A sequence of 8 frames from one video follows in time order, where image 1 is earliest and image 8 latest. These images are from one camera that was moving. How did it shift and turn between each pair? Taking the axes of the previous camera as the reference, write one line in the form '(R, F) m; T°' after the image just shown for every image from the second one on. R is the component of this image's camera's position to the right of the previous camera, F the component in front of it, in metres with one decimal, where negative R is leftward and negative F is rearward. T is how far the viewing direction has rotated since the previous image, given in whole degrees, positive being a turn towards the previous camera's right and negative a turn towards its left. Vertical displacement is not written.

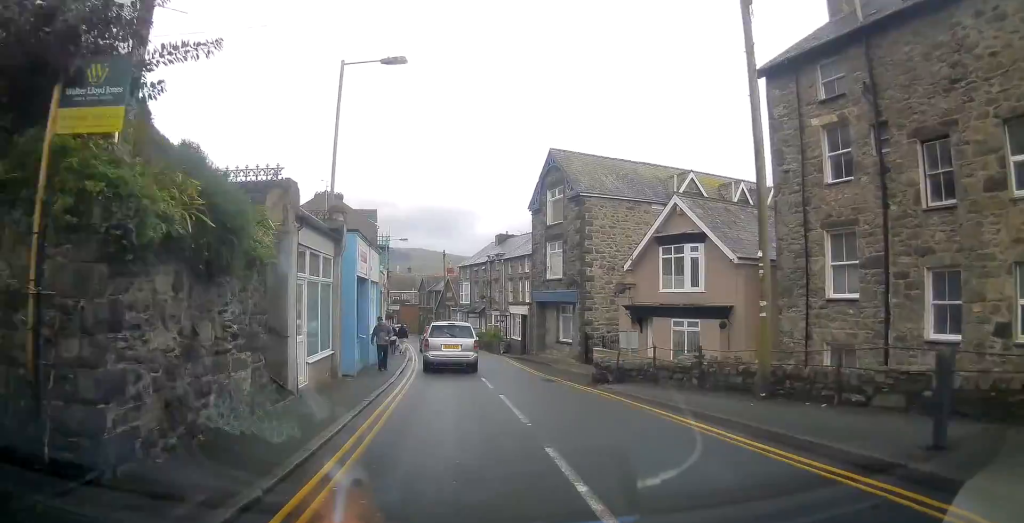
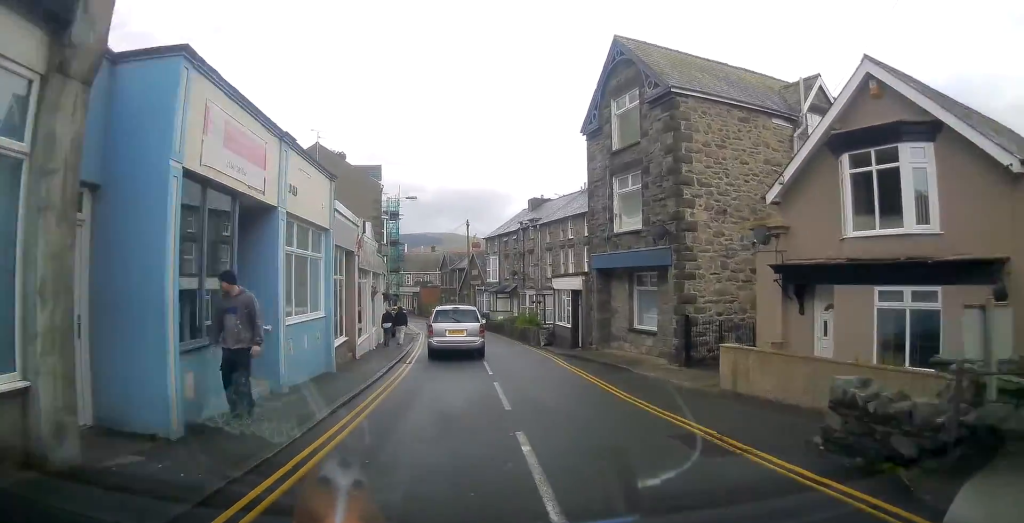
(-0.3, +11.2) m; -3°
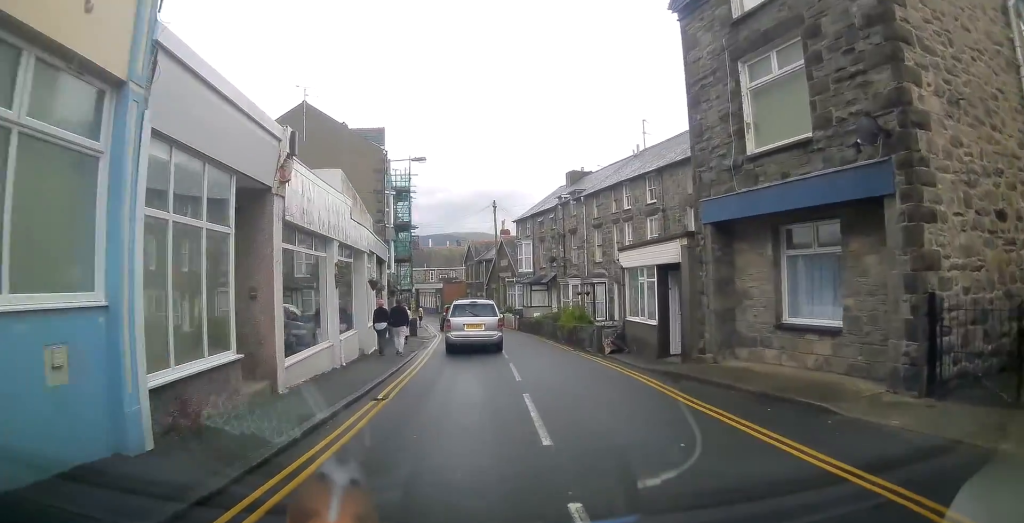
(-0.3, +9.1) m; -2°
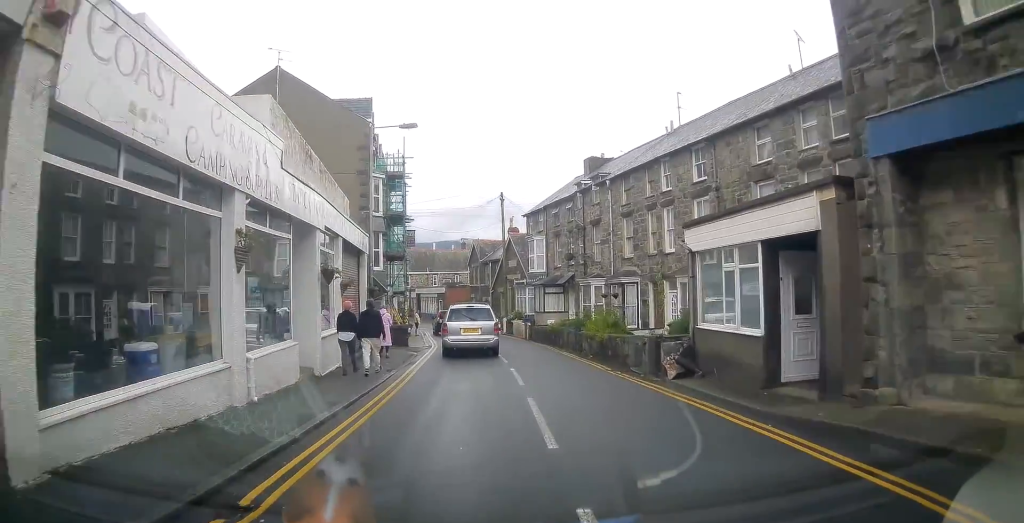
(-0.1, +6.0) m; -1°
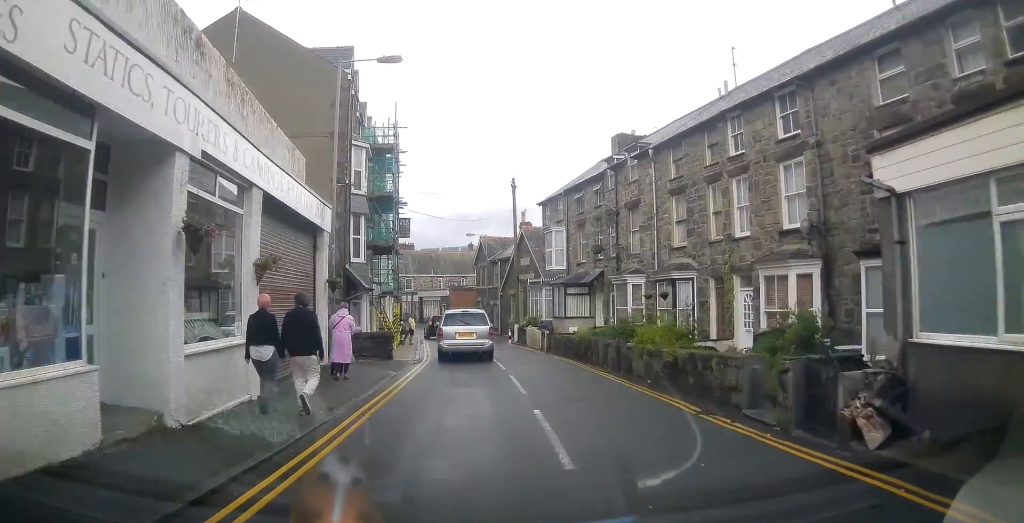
(0.0, +6.7) m; -1°
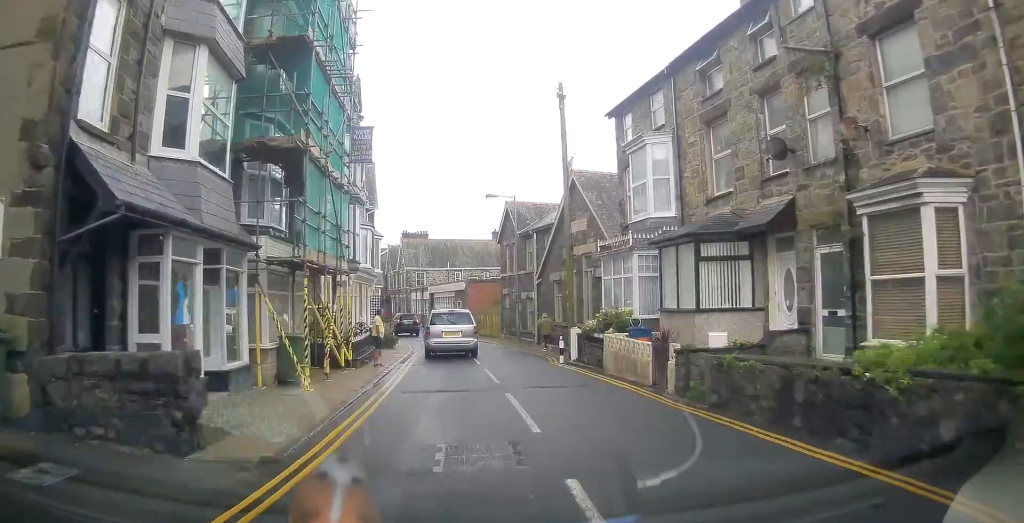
(-0.3, +16.6) m; -2°
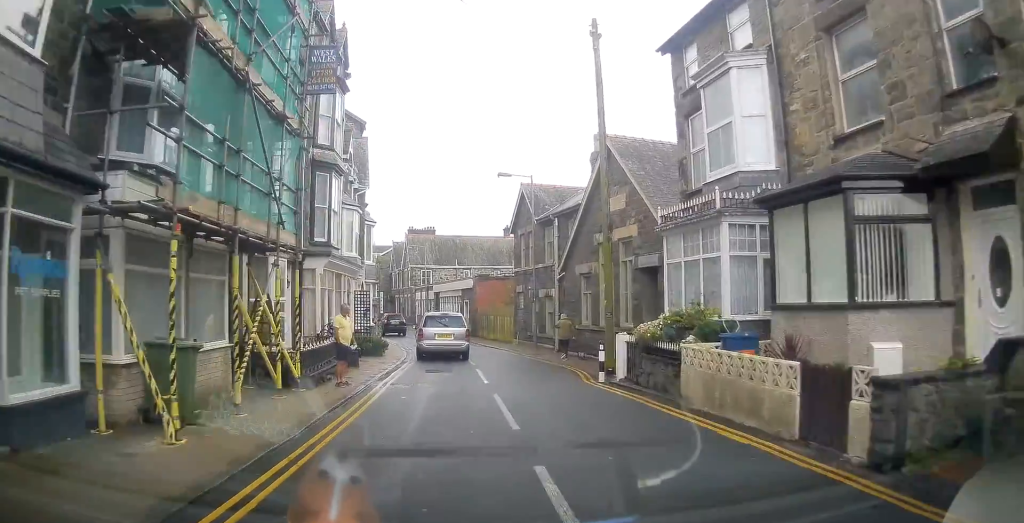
(0.0, +5.7) m; -1°
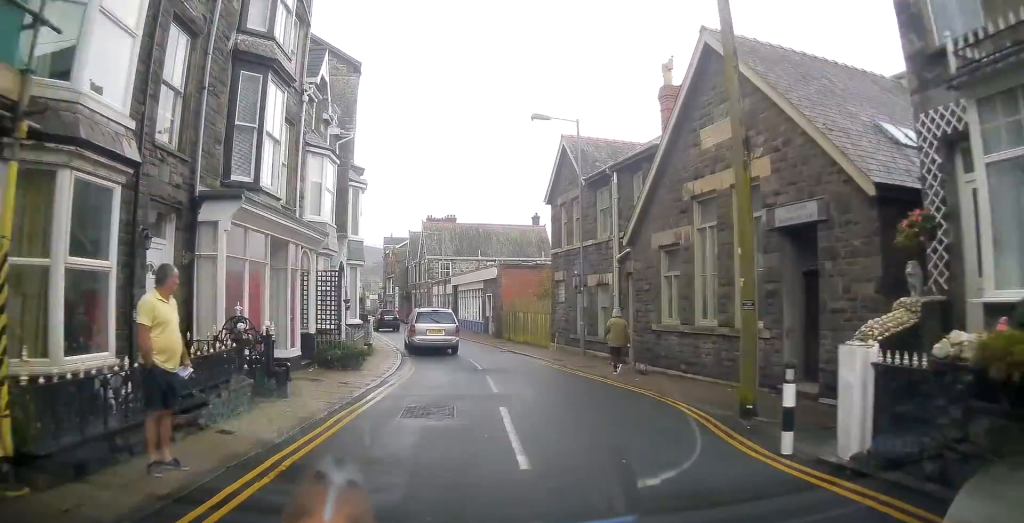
(-0.2, +8.2) m; -3°
